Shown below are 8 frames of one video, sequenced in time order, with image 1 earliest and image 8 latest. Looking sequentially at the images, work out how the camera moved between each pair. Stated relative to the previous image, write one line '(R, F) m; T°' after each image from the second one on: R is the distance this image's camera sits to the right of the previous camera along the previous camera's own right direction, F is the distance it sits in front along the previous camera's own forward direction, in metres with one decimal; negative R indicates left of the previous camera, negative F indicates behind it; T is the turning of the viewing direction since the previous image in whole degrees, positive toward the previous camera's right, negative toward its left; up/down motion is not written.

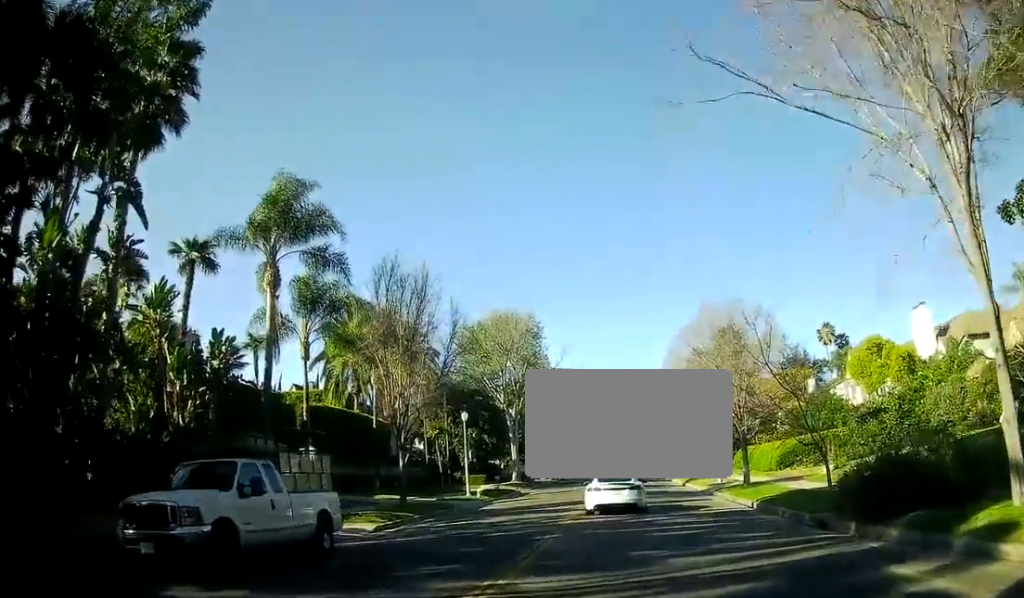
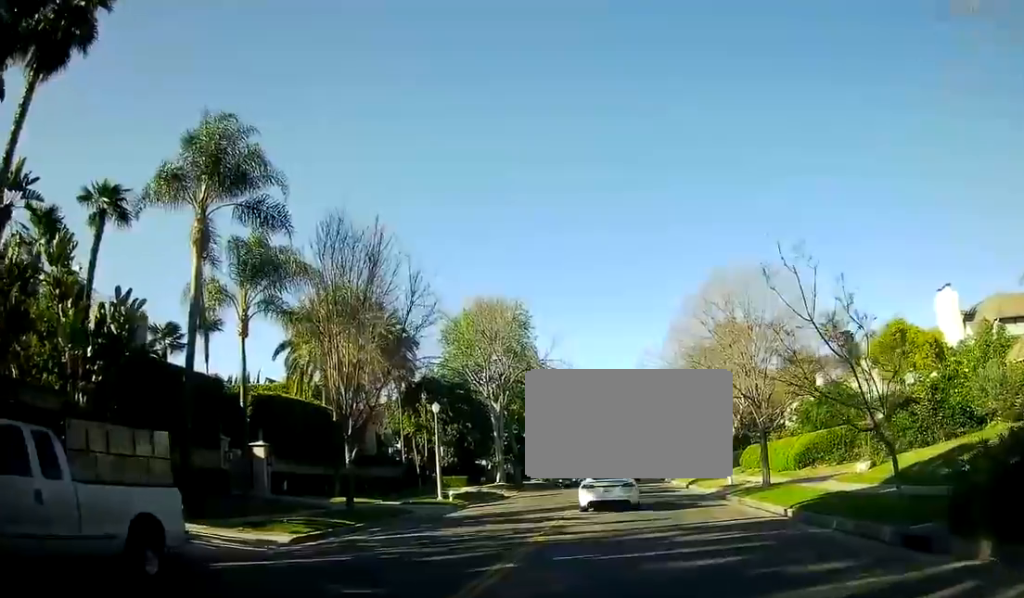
(0.0, +6.1) m; 0°
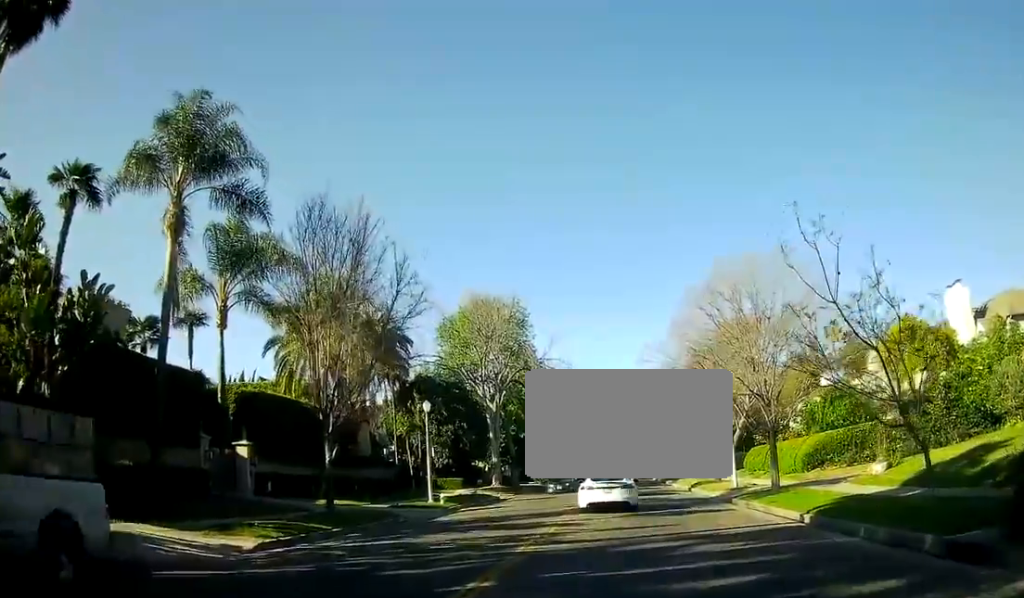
(0.0, +1.9) m; 0°
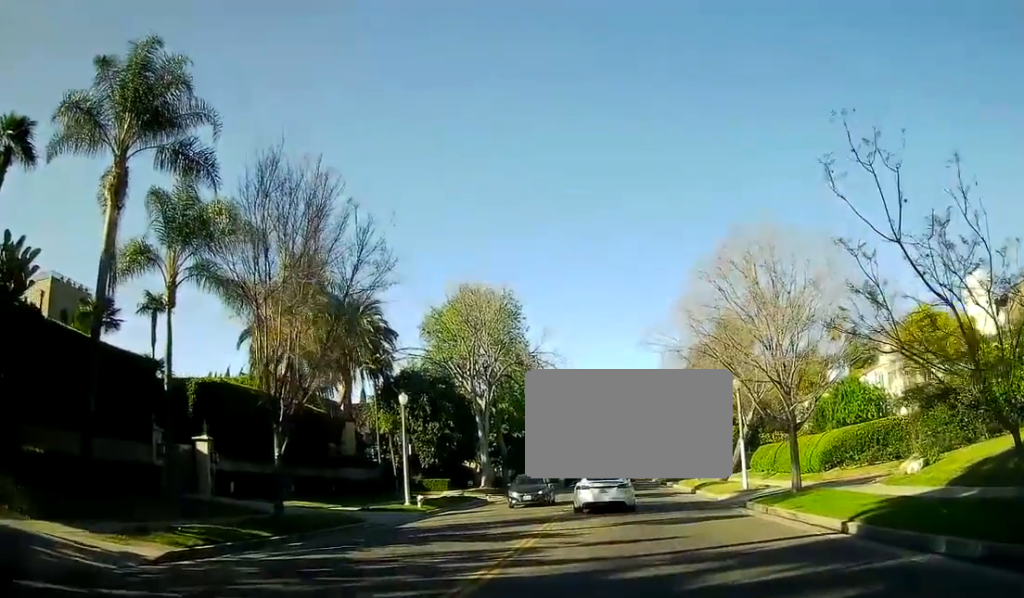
(0.0, +3.9) m; -3°
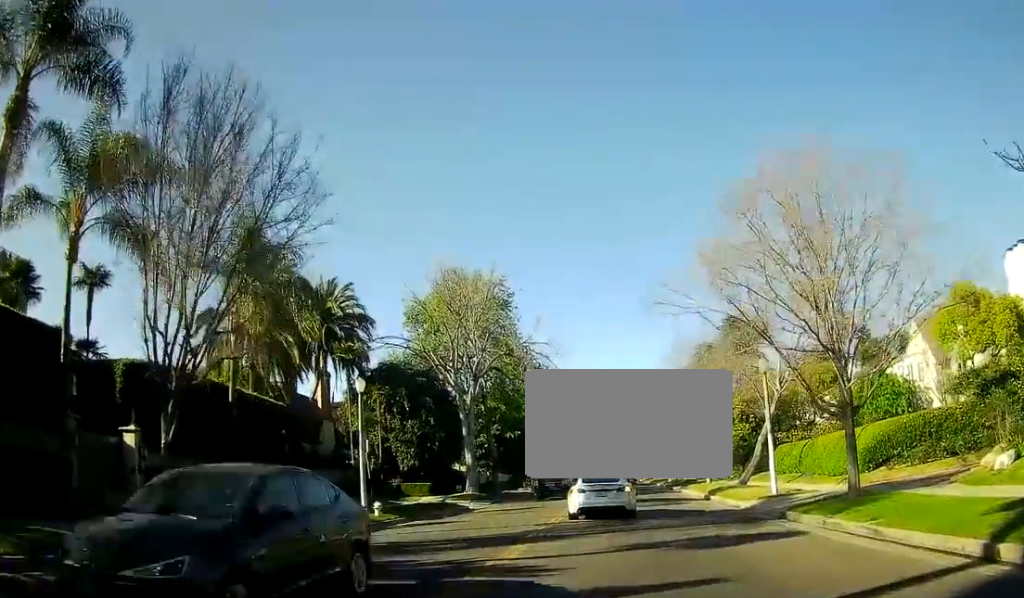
(-0.2, +5.8) m; -3°
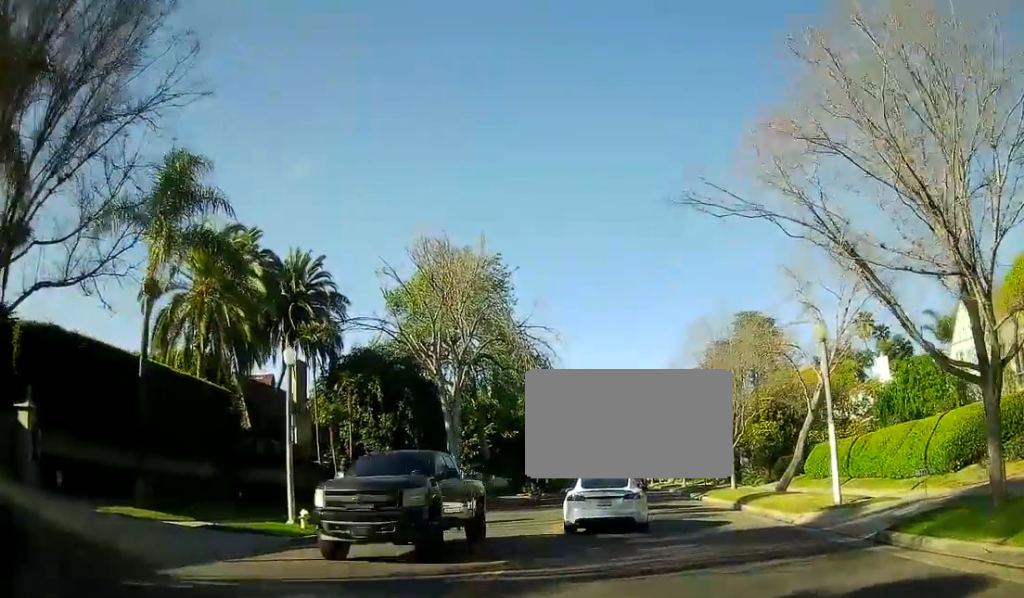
(0.0, +6.8) m; 0°
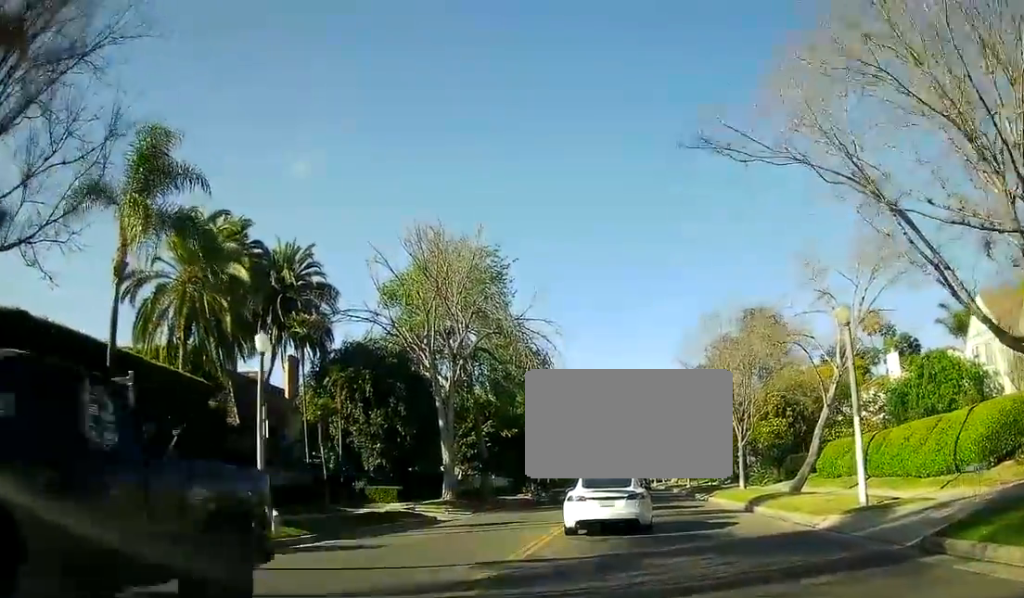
(0.0, +2.0) m; +1°
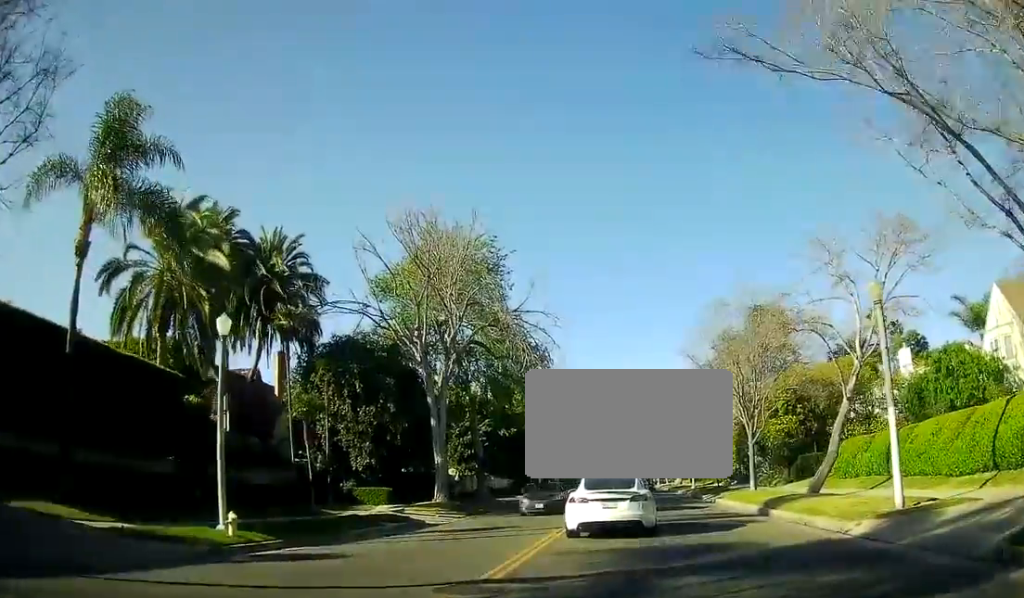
(0.0, +2.4) m; +1°
